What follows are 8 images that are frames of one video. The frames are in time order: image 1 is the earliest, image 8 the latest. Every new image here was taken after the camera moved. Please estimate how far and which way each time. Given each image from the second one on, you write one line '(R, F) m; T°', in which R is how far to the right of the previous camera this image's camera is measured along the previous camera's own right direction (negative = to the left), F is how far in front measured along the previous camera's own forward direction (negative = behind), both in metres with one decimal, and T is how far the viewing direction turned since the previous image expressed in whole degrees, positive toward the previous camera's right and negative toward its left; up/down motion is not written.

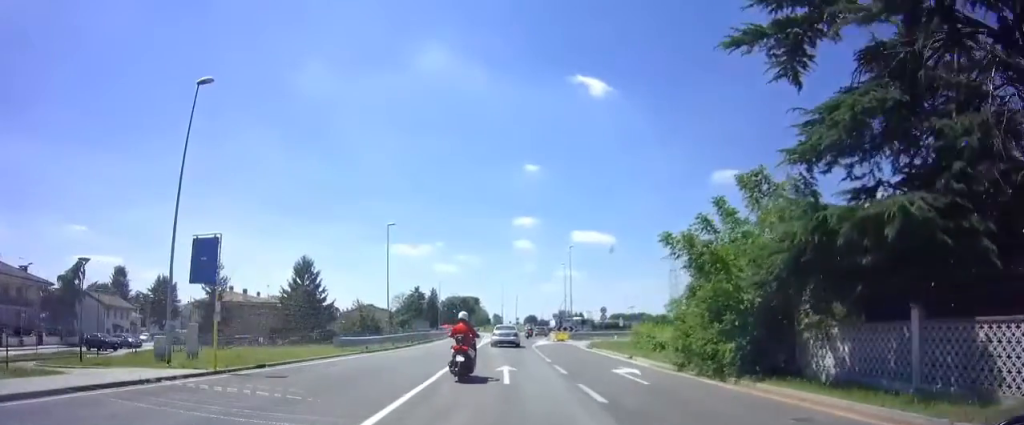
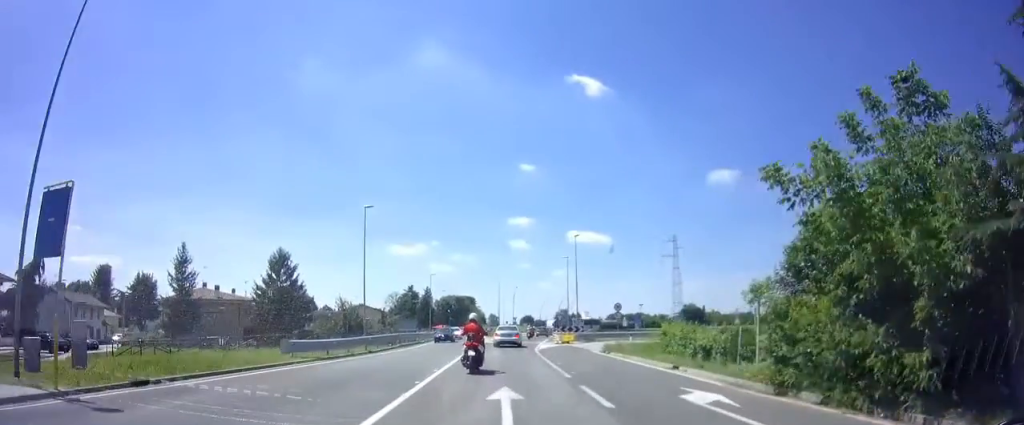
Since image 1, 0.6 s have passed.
(+0.2, +6.5) m; 0°
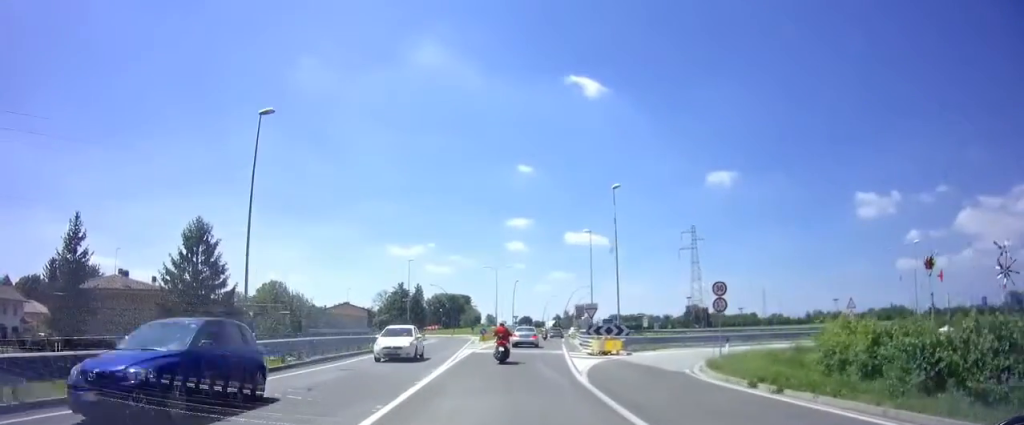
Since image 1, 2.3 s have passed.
(0.0, +18.0) m; +1°
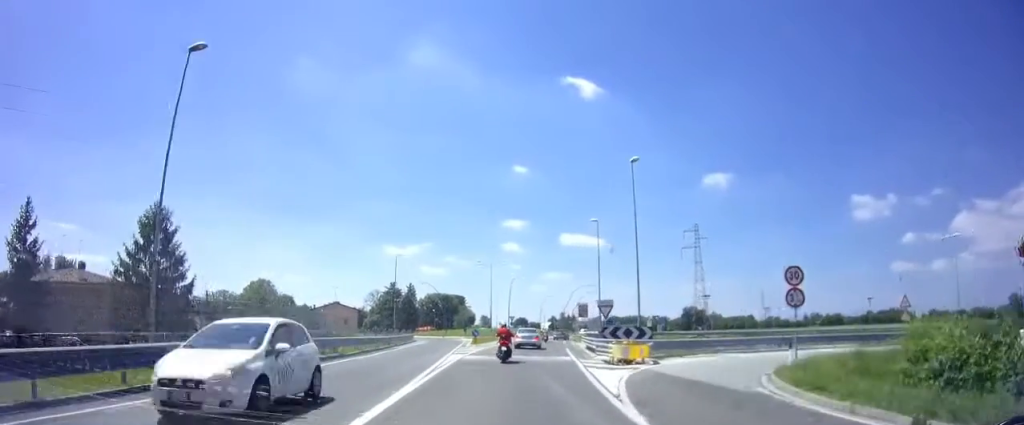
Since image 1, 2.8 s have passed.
(+0.2, +6.1) m; +1°
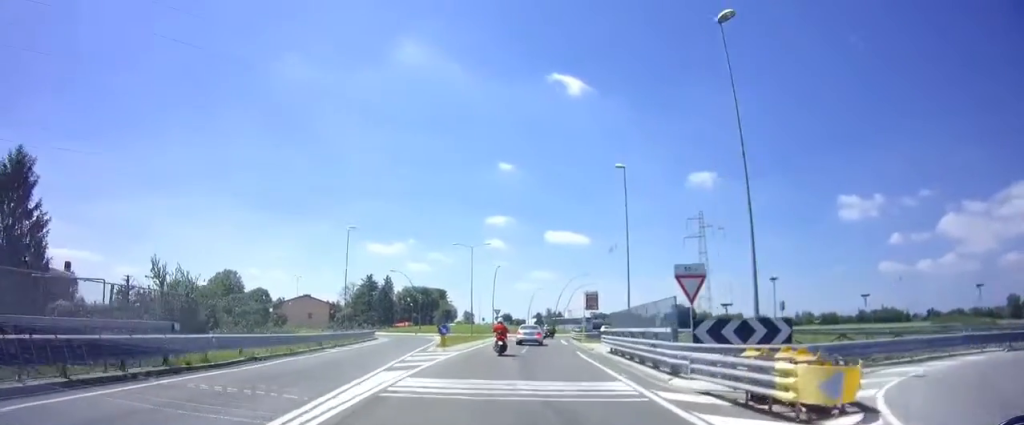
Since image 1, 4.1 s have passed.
(+0.1, +13.0) m; 0°
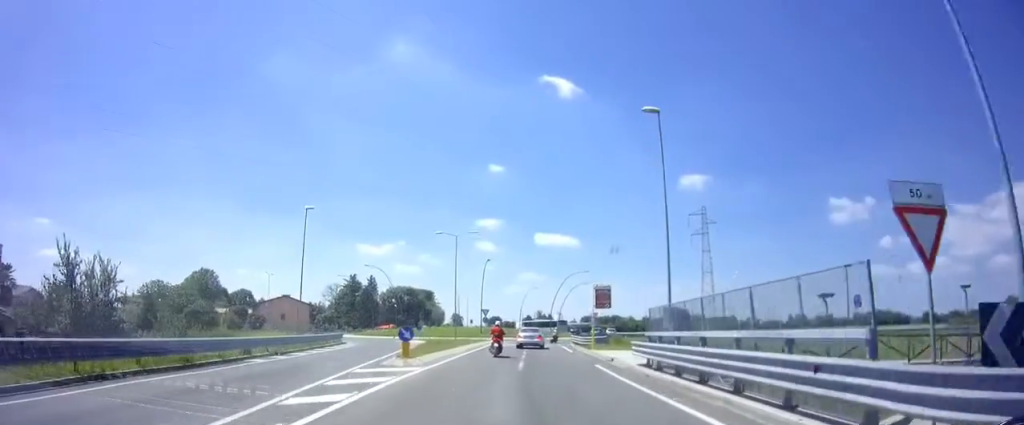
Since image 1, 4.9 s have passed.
(0.0, +8.2) m; +2°
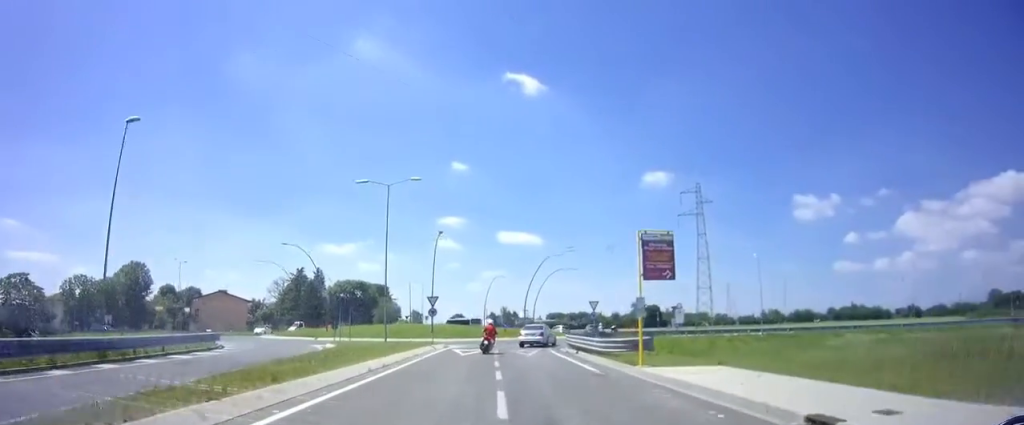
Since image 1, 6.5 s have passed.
(+0.9, +16.3) m; +4°
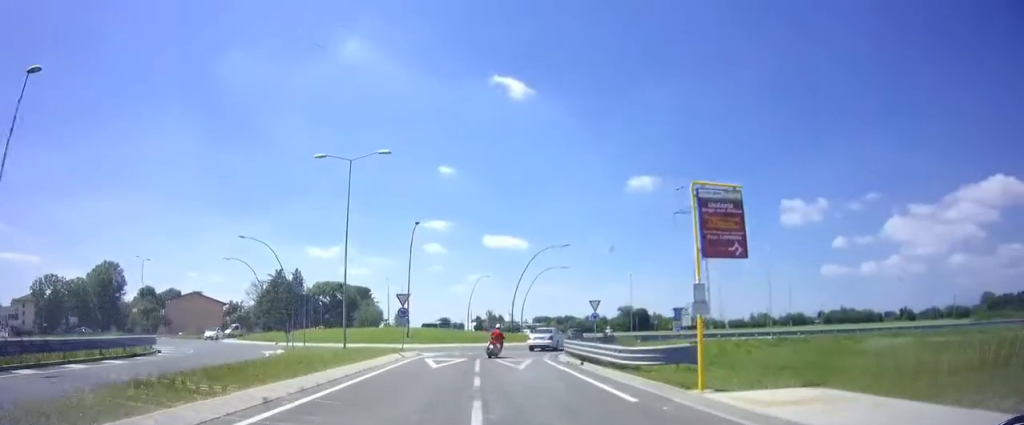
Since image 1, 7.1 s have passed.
(0.0, +5.3) m; 0°
